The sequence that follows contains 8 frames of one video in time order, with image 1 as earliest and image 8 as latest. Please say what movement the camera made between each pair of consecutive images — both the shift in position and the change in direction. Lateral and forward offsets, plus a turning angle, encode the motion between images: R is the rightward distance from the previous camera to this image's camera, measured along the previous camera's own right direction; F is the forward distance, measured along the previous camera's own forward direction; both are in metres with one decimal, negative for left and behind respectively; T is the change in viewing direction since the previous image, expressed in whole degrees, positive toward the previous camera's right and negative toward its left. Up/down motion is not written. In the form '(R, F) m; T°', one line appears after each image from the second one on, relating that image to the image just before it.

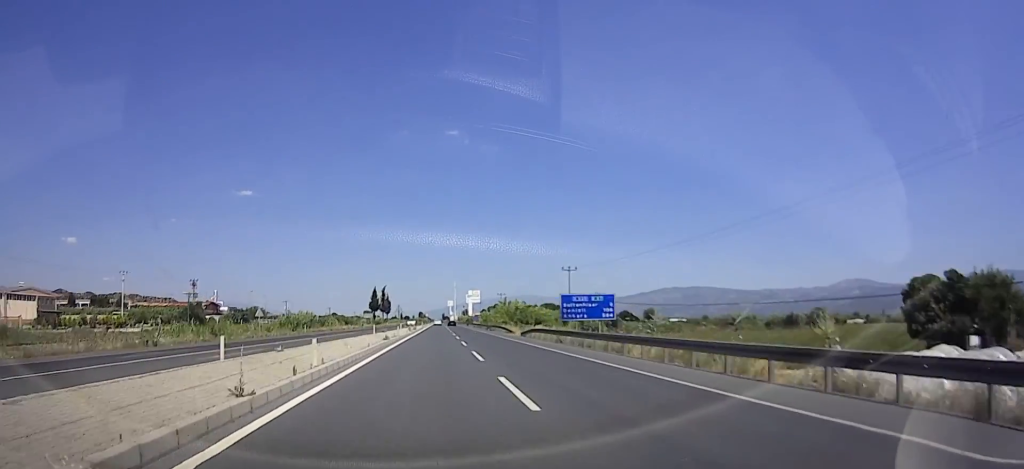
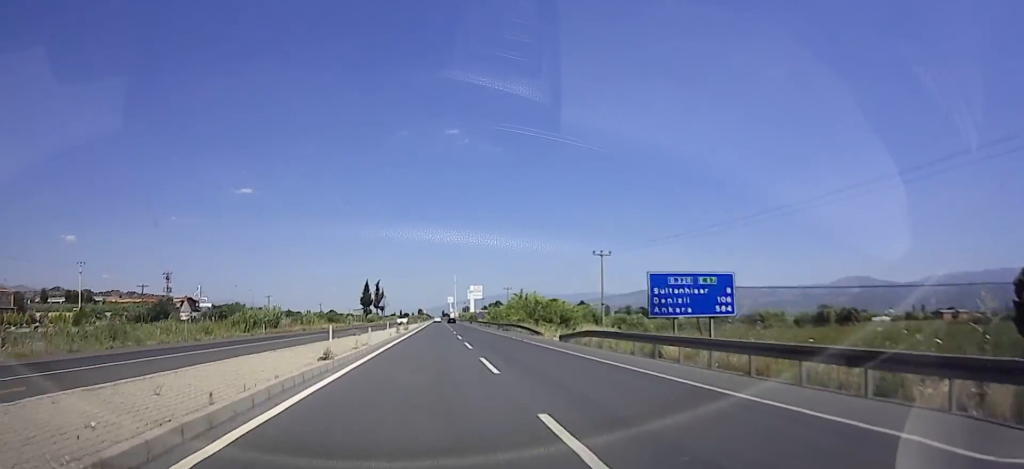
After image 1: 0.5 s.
(0.0, +14.7) m; 0°
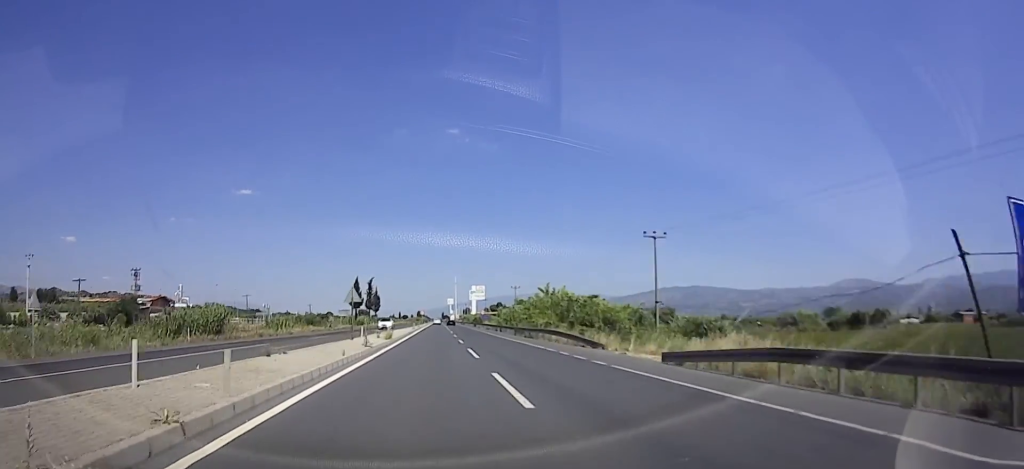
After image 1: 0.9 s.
(0.0, +14.7) m; 0°
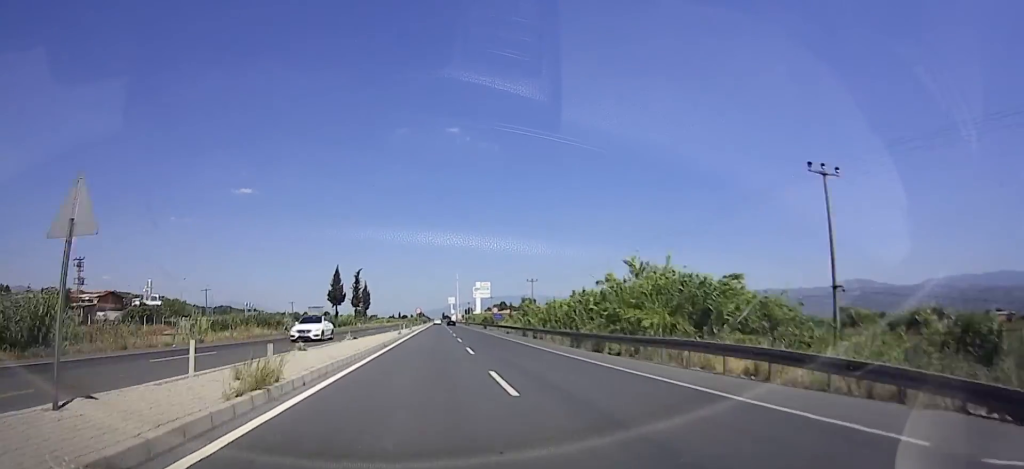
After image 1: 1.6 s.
(0.0, +21.0) m; 0°
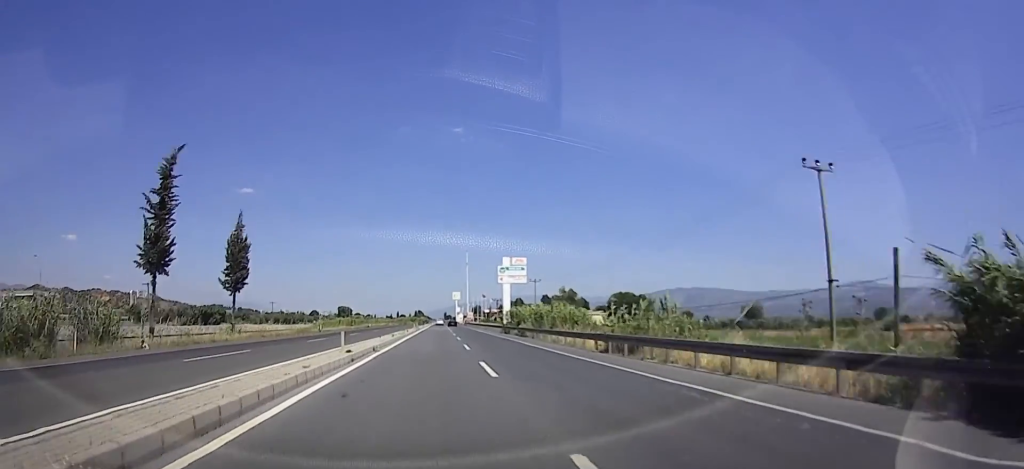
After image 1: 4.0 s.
(+2.1, +76.7) m; +1°
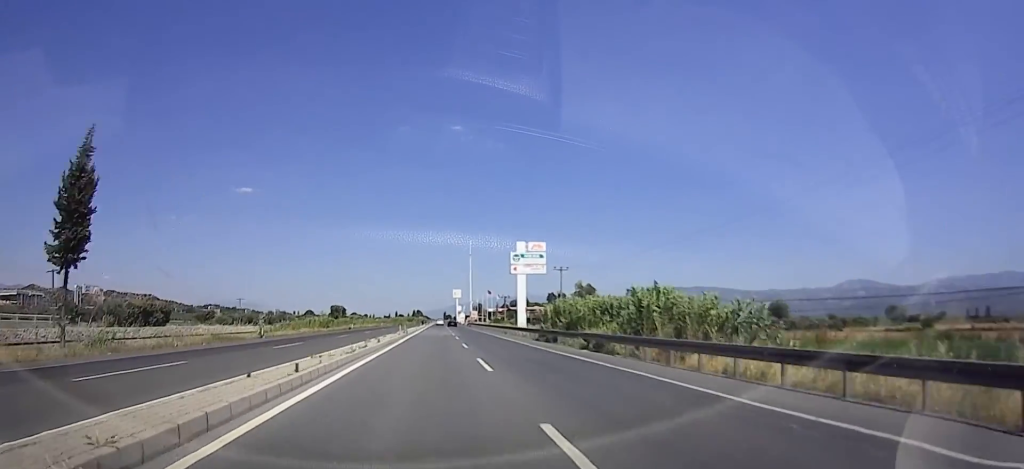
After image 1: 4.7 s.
(-0.8, +21.3) m; -2°
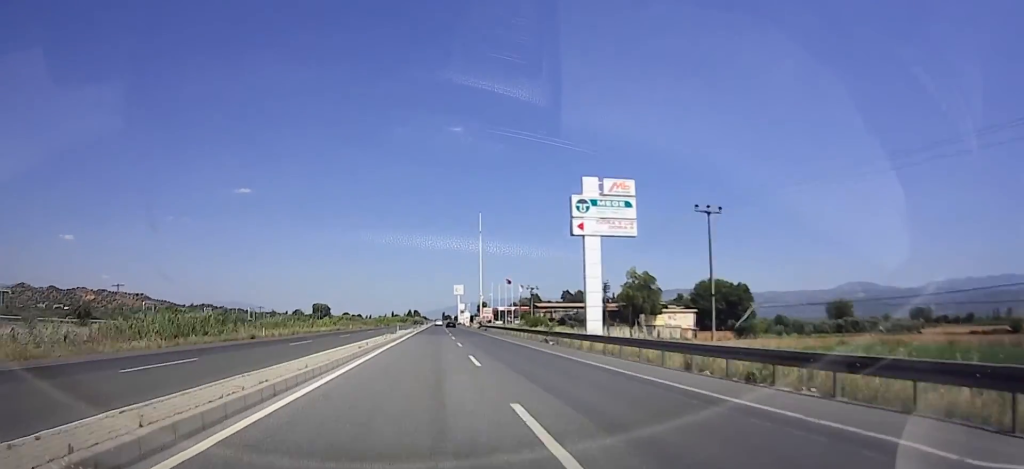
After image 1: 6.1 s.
(-0.3, +44.4) m; 0°
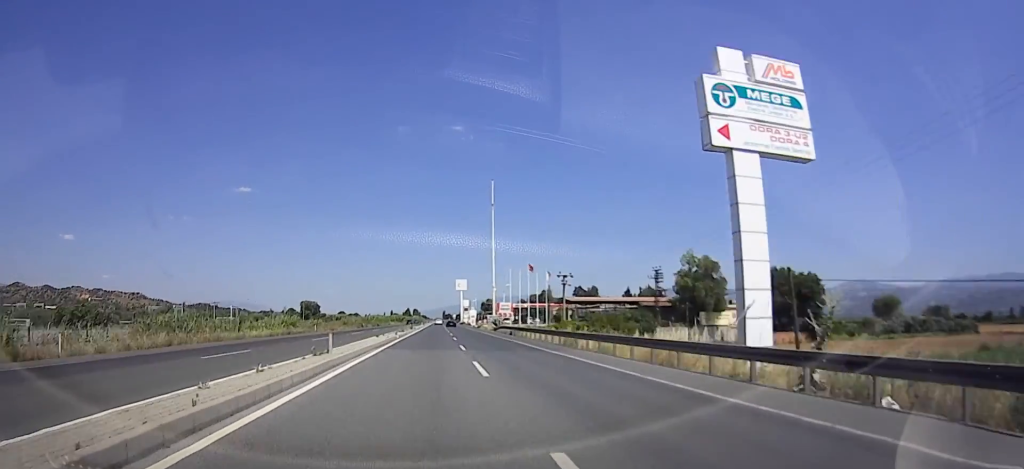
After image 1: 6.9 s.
(-0.1, +26.0) m; +1°
